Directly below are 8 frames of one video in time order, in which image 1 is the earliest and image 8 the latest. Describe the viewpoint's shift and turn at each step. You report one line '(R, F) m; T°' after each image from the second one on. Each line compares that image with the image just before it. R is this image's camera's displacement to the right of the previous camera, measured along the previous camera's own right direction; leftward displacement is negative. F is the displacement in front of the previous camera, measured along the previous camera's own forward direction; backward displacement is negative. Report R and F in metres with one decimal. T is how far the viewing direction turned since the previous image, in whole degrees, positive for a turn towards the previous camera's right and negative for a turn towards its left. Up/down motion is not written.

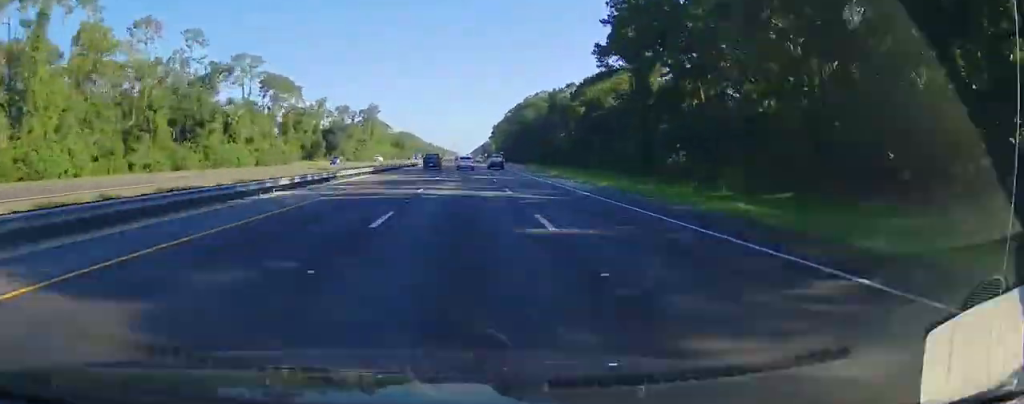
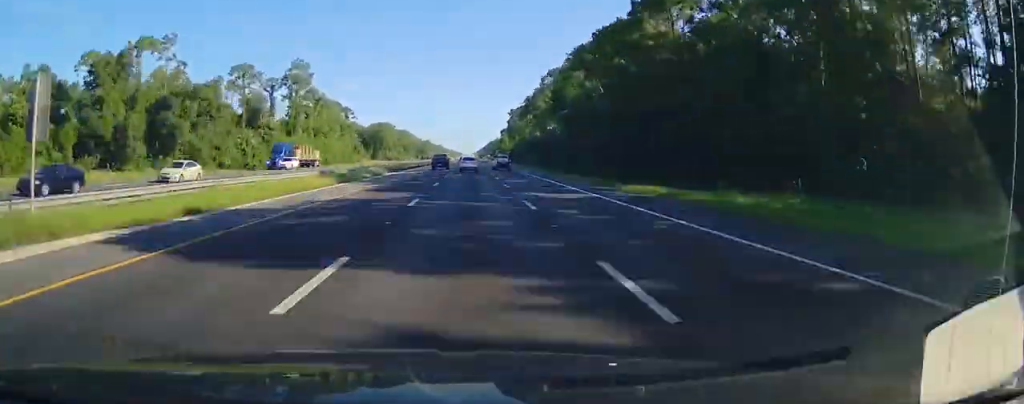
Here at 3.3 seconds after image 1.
(+0.8, +134.9) m; 0°
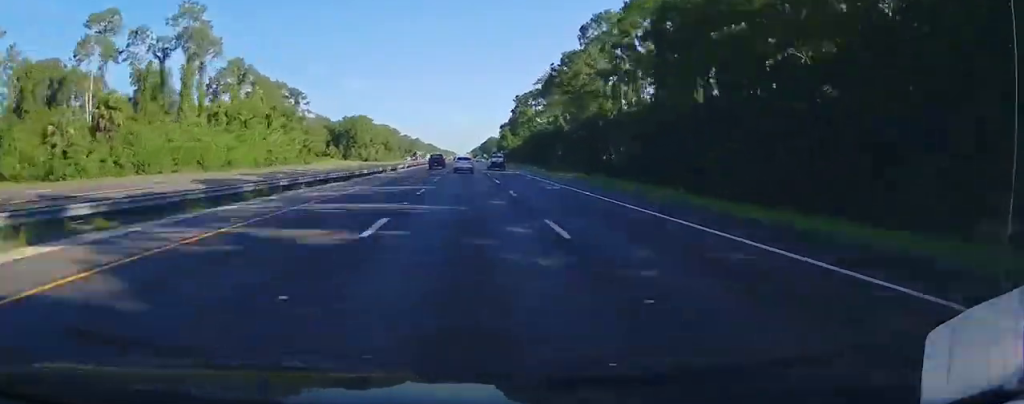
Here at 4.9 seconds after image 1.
(+0.2, +59.4) m; 0°
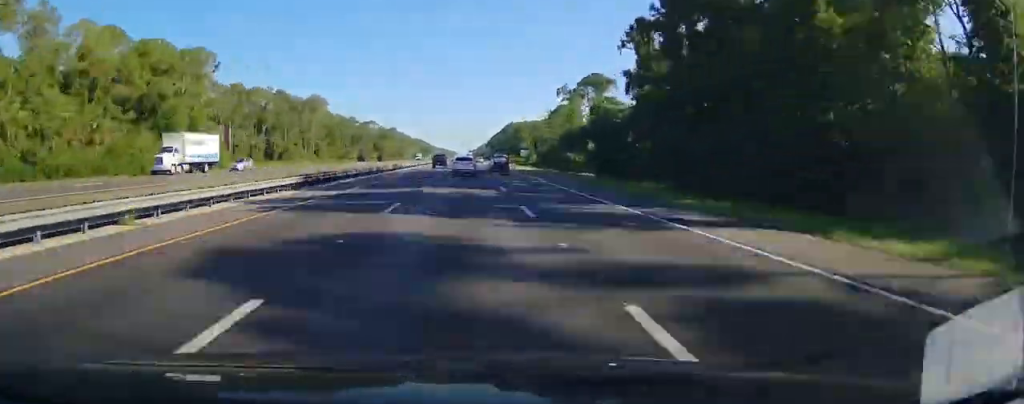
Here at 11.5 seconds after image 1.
(-0.9, +227.5) m; 0°
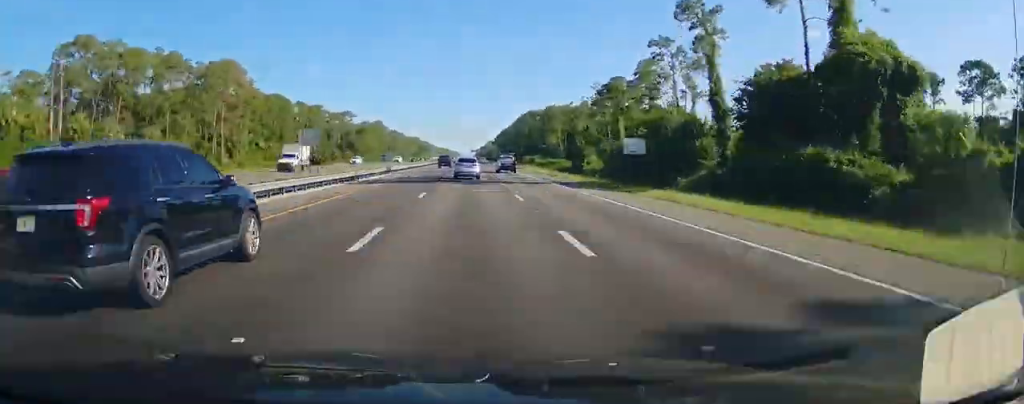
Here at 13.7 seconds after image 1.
(0.0, +74.9) m; 0°
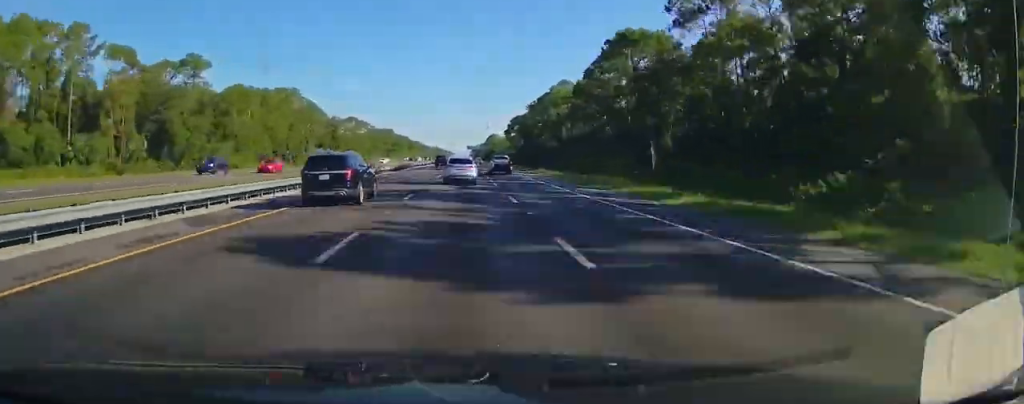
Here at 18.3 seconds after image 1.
(-0.2, +153.4) m; 0°
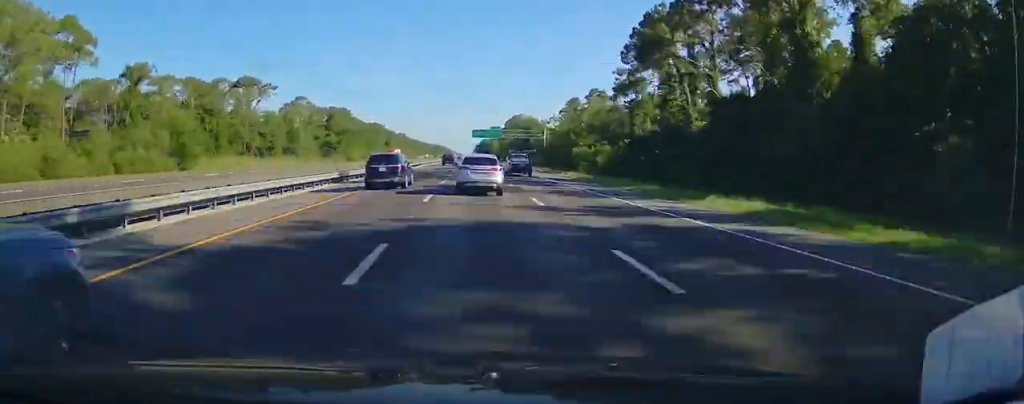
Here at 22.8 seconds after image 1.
(-0.8, +165.9) m; 0°
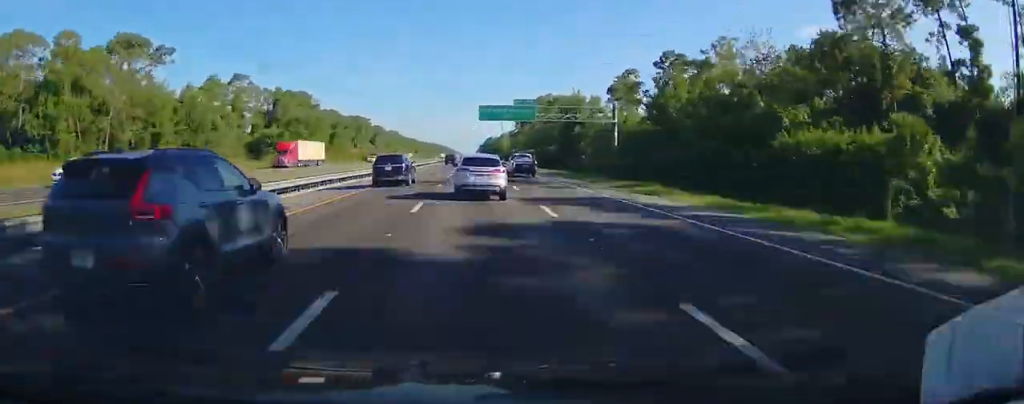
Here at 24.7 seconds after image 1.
(-0.1, +65.9) m; 0°
